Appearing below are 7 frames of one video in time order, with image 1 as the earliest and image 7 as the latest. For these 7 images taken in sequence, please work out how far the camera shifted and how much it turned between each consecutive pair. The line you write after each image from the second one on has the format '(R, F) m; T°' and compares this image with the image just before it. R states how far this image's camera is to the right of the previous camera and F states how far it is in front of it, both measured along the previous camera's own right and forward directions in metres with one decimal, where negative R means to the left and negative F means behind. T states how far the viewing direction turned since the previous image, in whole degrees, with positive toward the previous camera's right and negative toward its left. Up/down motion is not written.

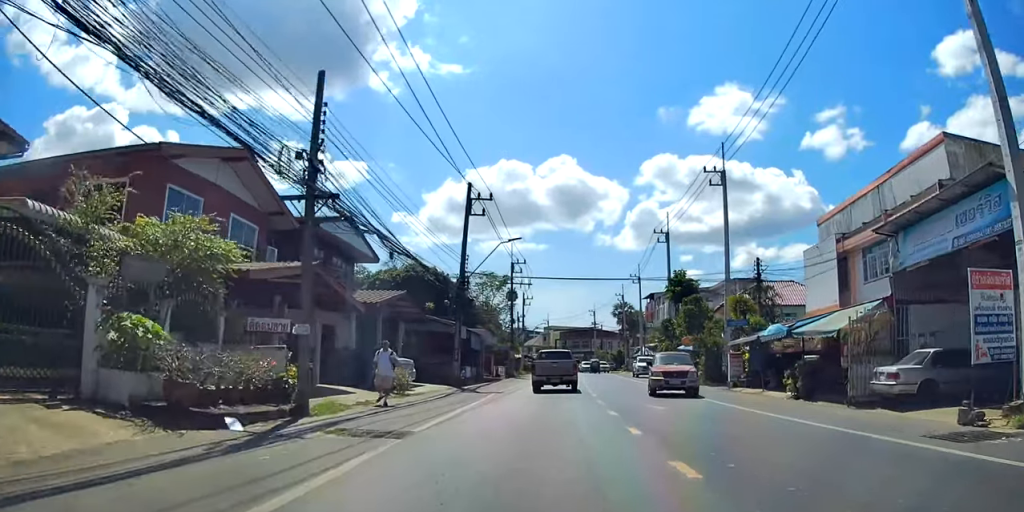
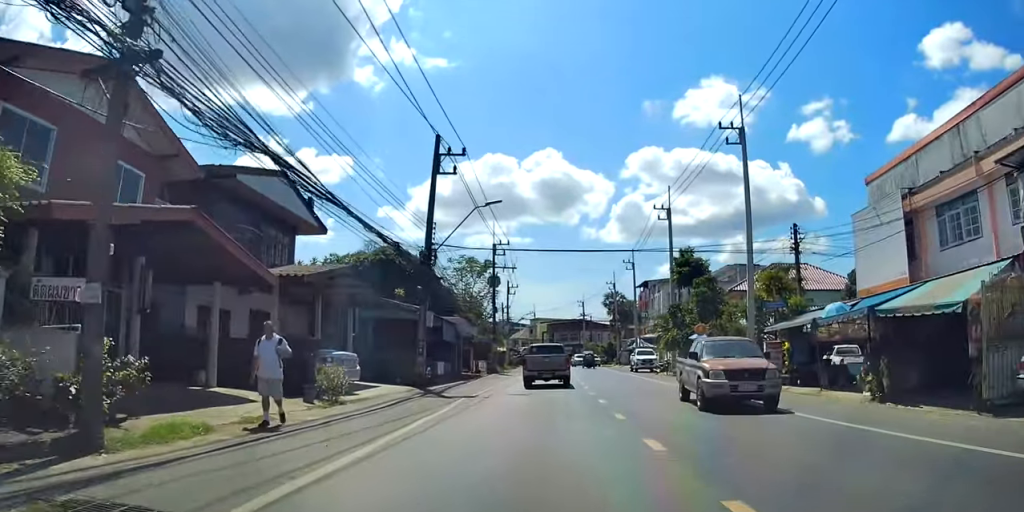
(-0.2, +6.4) m; 0°
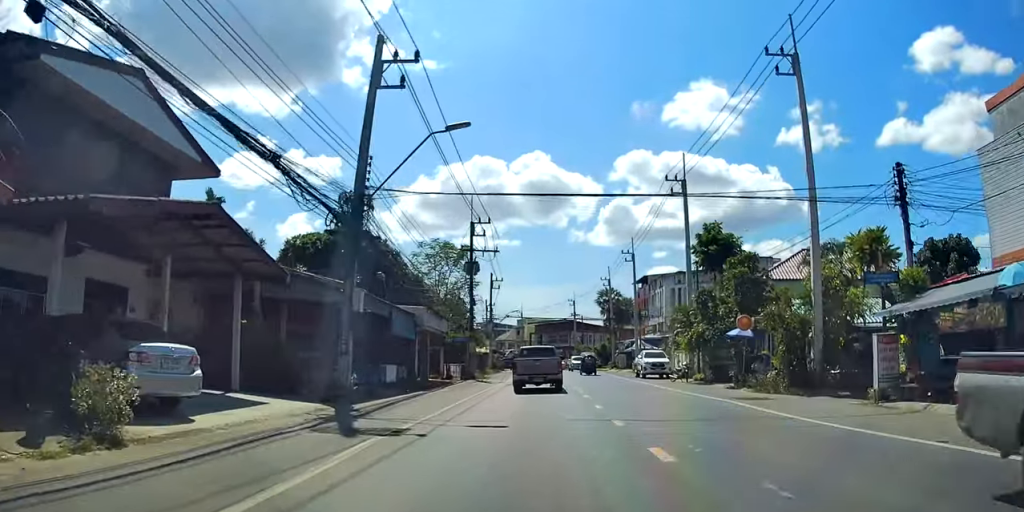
(-0.1, +8.5) m; +1°
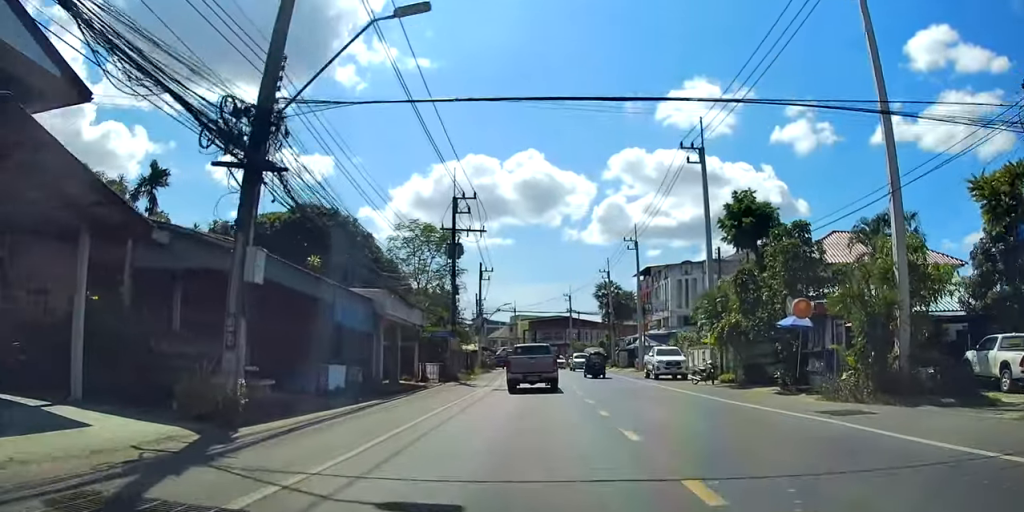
(+0.3, +5.7) m; +1°
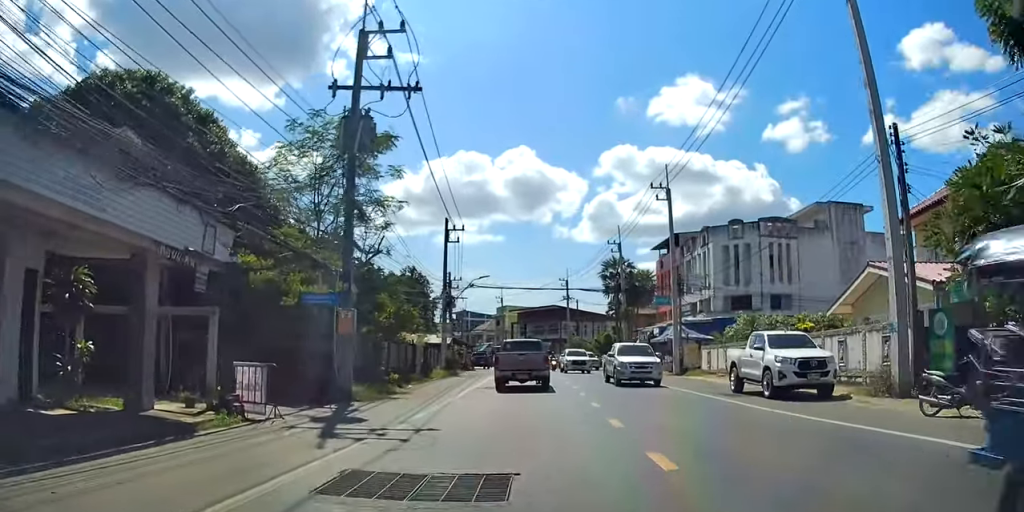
(+0.6, +17.6) m; +5°
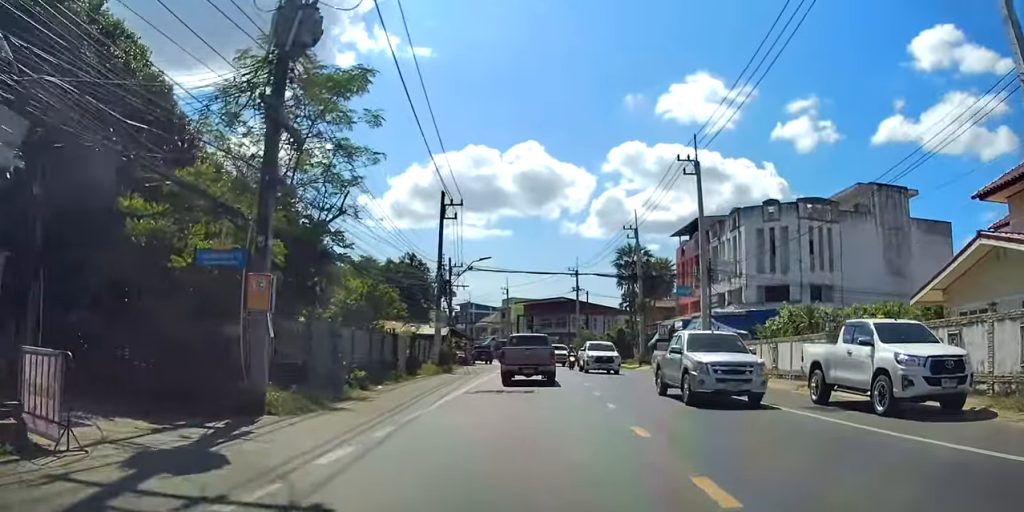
(+0.1, +5.4) m; +1°
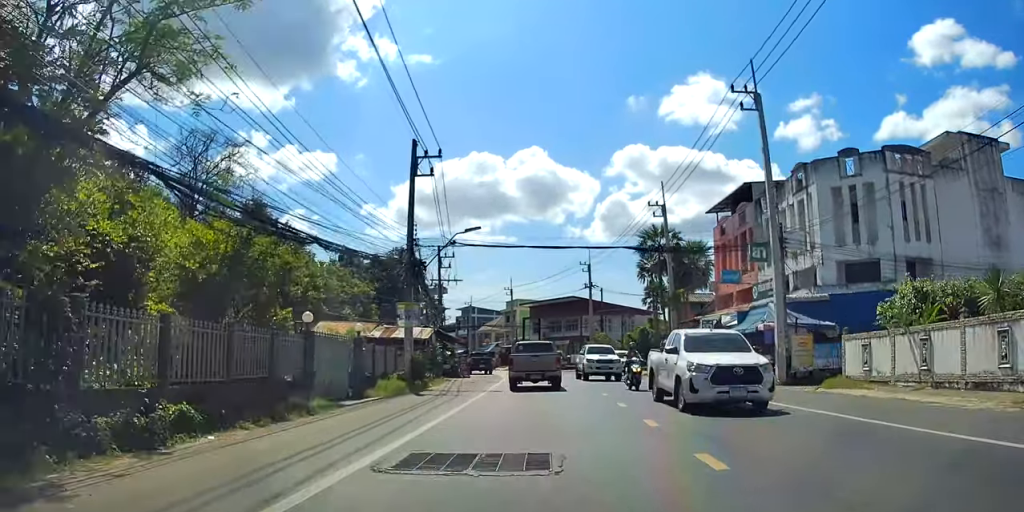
(0.0, +10.6) m; +1°
